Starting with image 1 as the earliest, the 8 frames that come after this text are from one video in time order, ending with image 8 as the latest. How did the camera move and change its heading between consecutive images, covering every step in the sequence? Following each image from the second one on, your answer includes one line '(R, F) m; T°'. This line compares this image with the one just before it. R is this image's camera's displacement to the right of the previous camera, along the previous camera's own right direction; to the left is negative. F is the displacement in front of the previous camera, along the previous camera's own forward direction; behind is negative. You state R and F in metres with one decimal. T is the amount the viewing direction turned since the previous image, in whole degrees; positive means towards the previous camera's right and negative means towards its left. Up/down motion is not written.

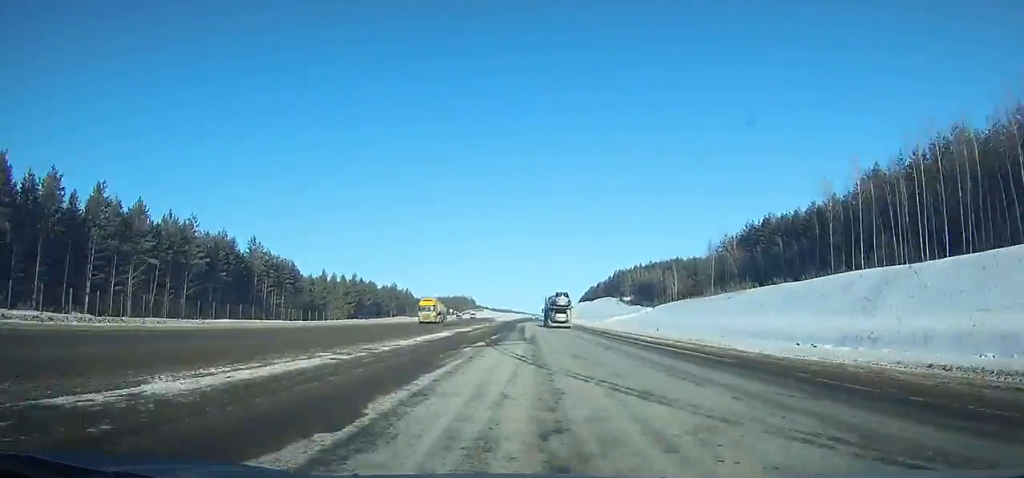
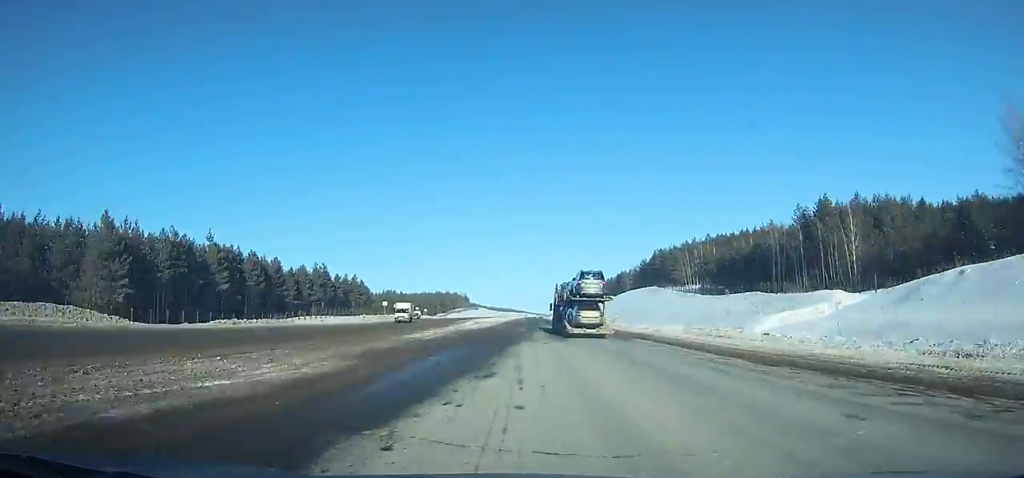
(+0.2, +86.0) m; 0°
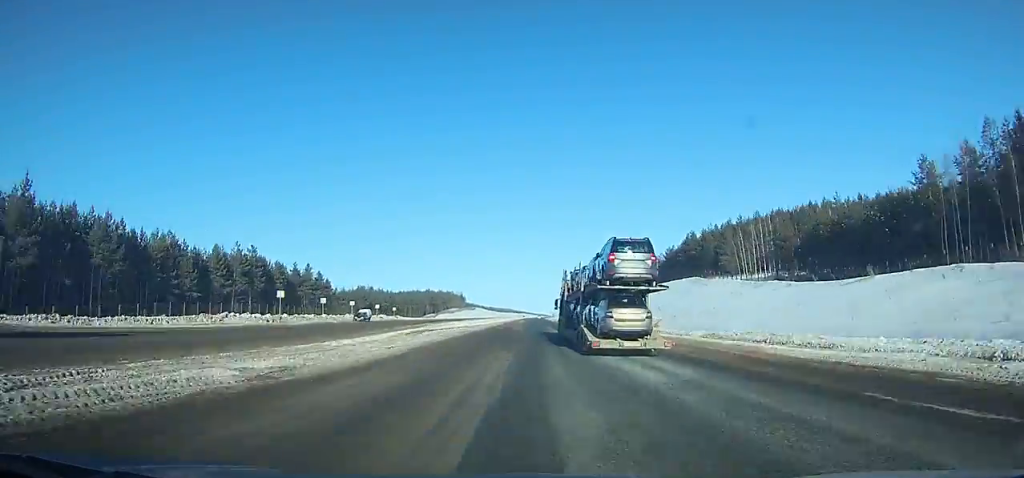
(+0.1, +40.6) m; 0°
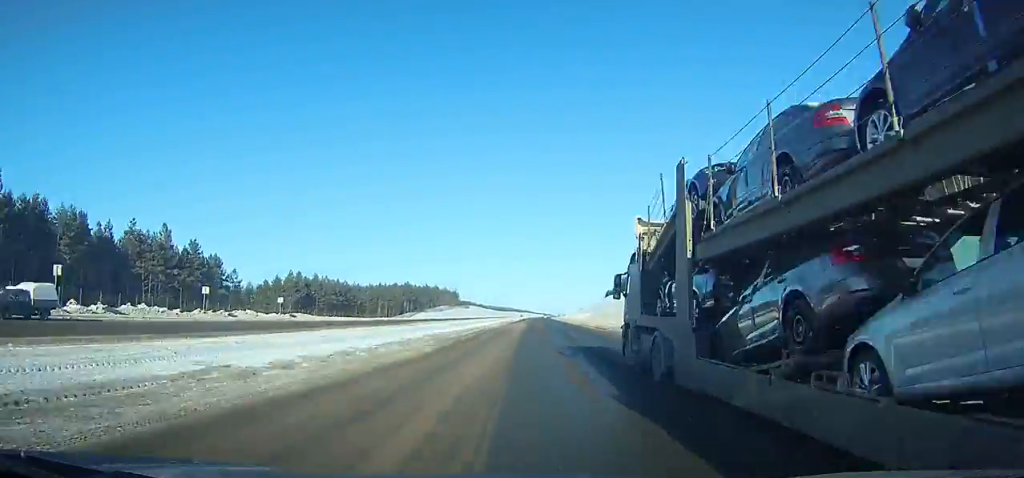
(-0.2, +64.1) m; 0°
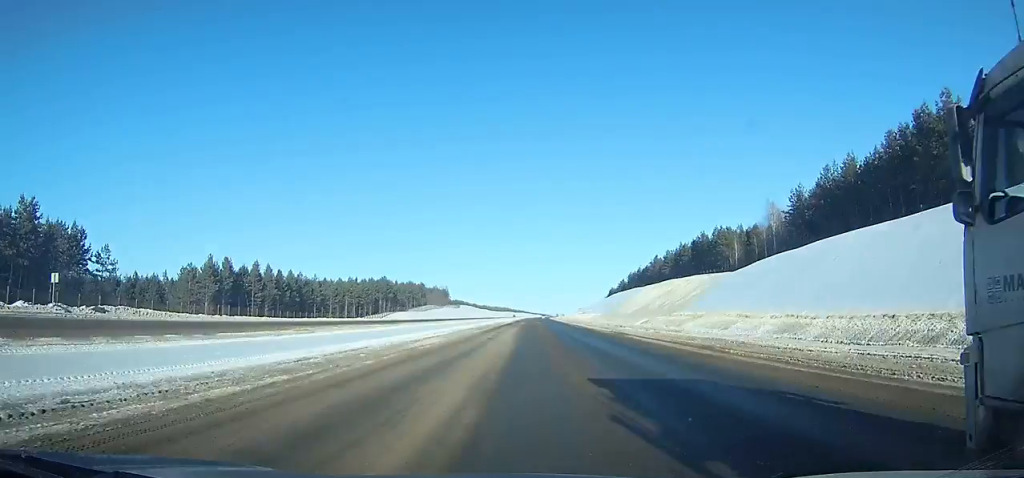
(-0.2, +35.6) m; 0°
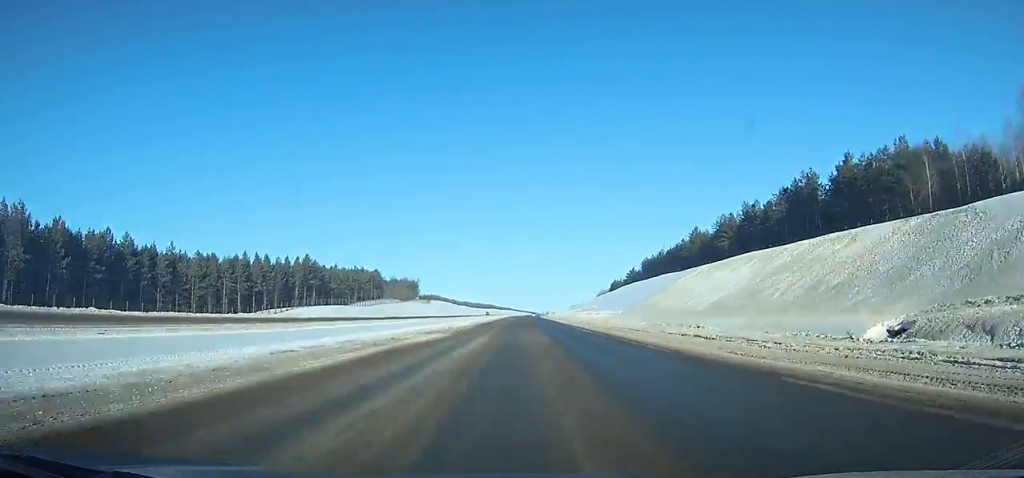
(+0.5, +68.2) m; +1°
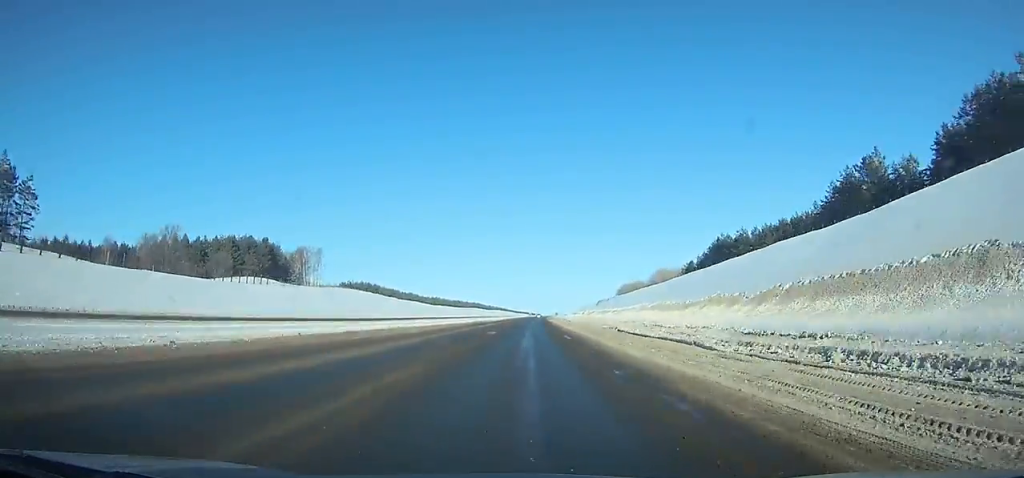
(+1.5, +197.4) m; 0°
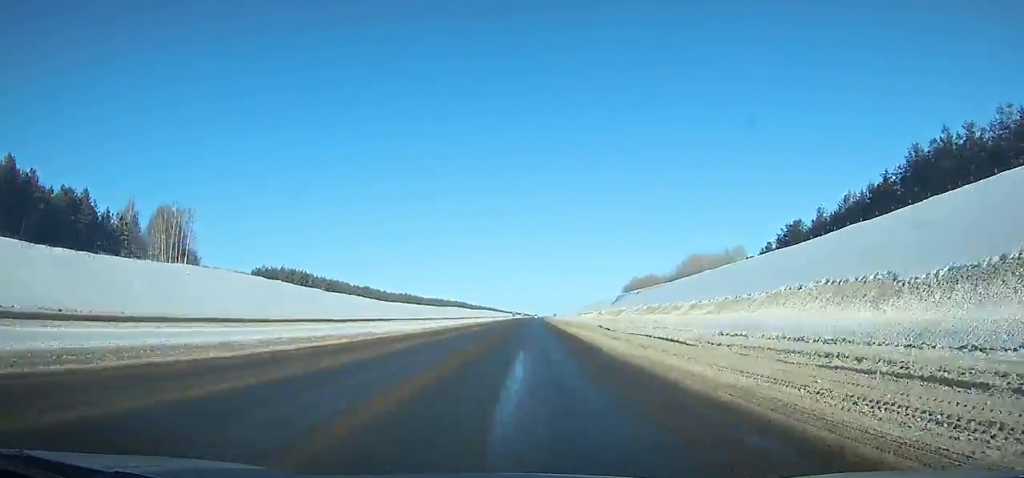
(0.0, +94.4) m; 0°
